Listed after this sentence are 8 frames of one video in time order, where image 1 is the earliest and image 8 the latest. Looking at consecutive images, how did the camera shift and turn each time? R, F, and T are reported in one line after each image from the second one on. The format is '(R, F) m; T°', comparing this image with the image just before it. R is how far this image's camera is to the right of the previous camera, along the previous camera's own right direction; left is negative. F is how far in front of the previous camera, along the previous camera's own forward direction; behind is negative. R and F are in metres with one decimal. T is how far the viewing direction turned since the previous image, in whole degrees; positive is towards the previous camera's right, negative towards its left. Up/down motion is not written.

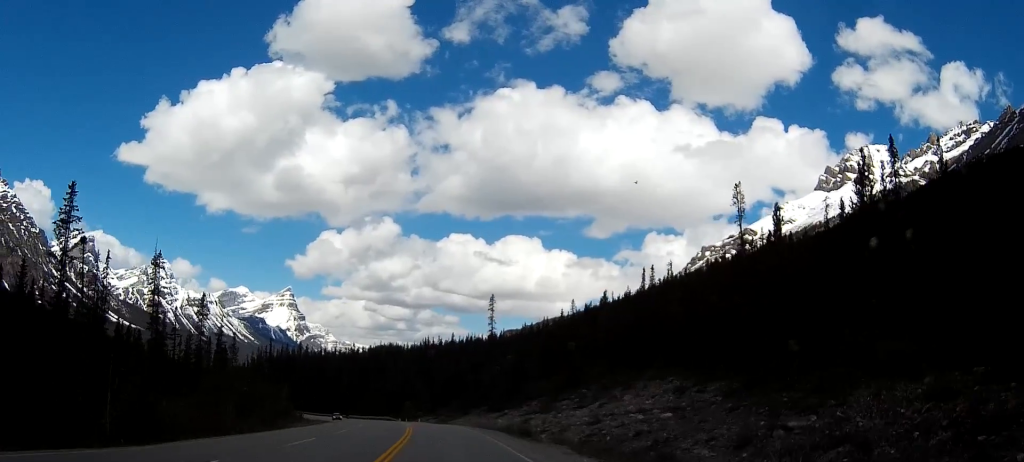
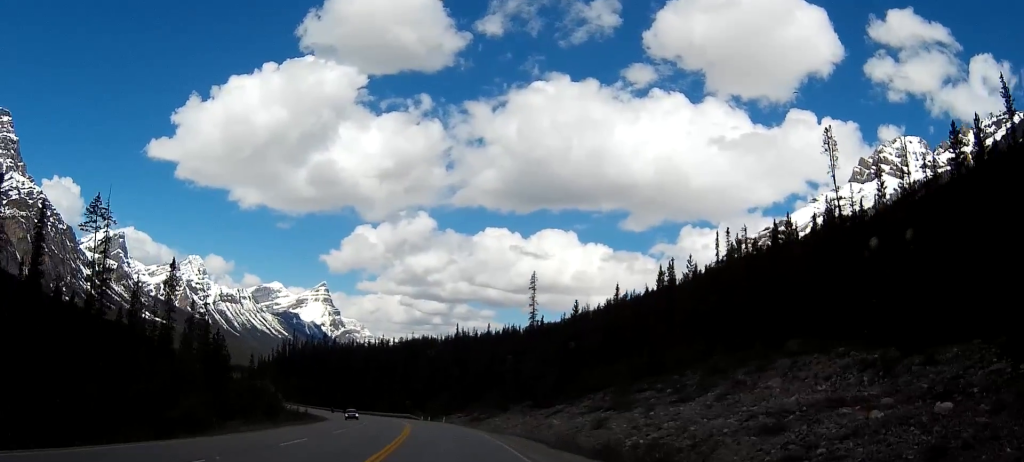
(-0.5, +27.3) m; -3°
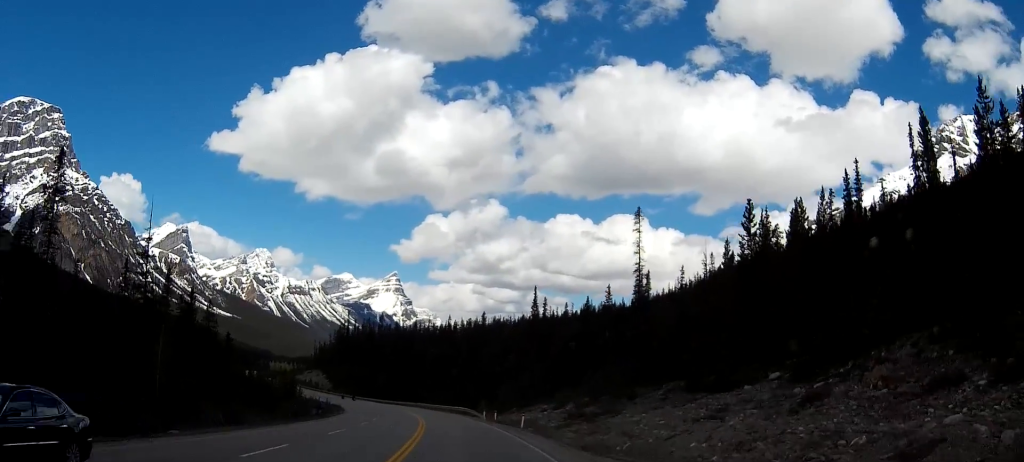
(-2.0, +46.0) m; -5°
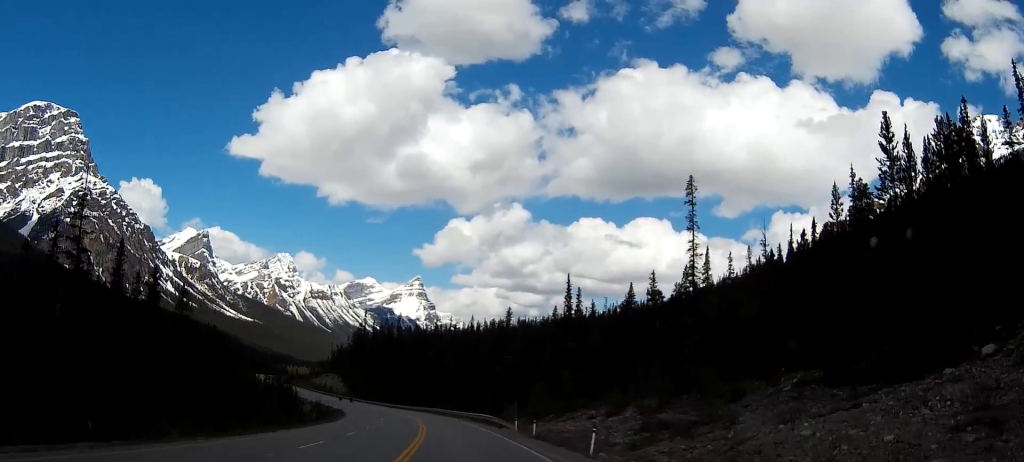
(-0.4, +19.8) m; -2°
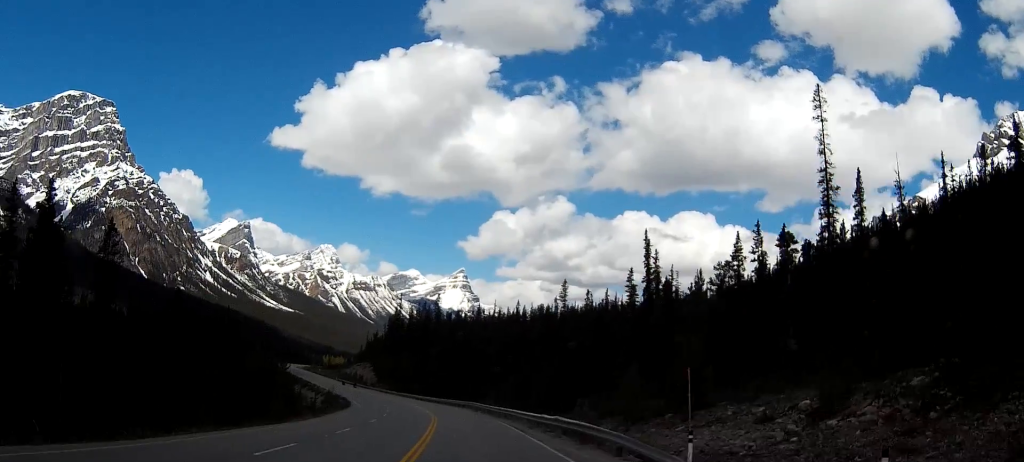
(-1.1, +32.1) m; -3°
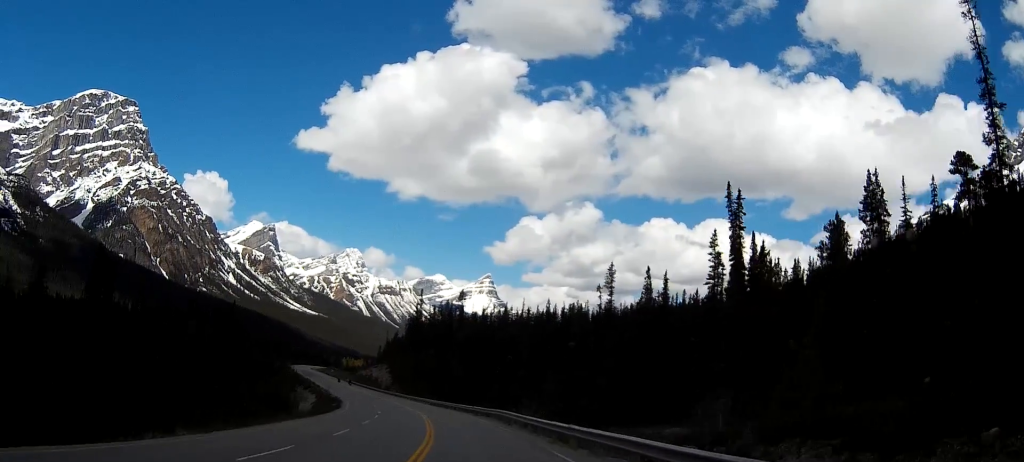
(-0.6, +27.2) m; -2°
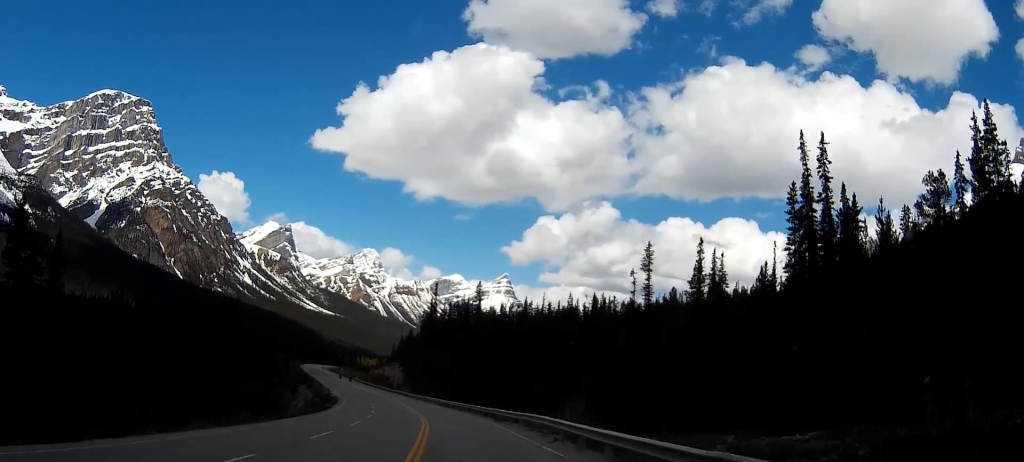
(-0.2, +16.9) m; -1°
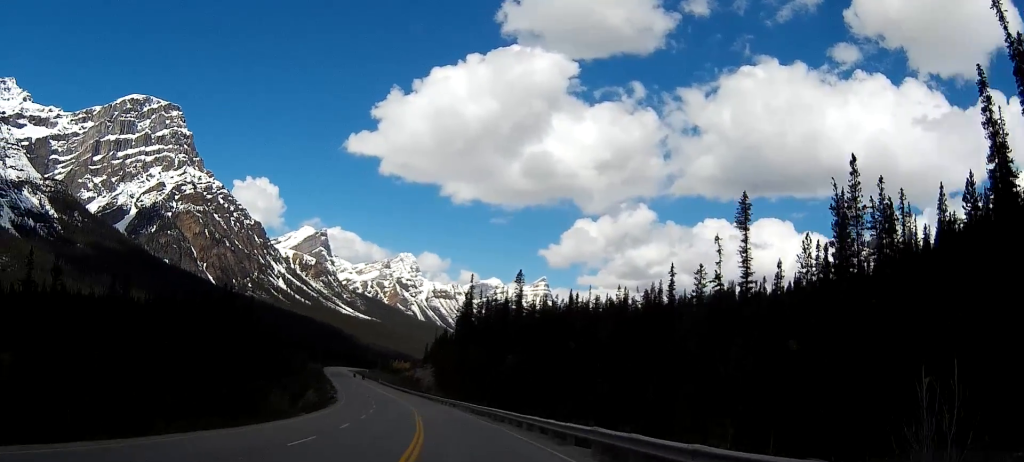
(-0.7, +29.5) m; -3°
